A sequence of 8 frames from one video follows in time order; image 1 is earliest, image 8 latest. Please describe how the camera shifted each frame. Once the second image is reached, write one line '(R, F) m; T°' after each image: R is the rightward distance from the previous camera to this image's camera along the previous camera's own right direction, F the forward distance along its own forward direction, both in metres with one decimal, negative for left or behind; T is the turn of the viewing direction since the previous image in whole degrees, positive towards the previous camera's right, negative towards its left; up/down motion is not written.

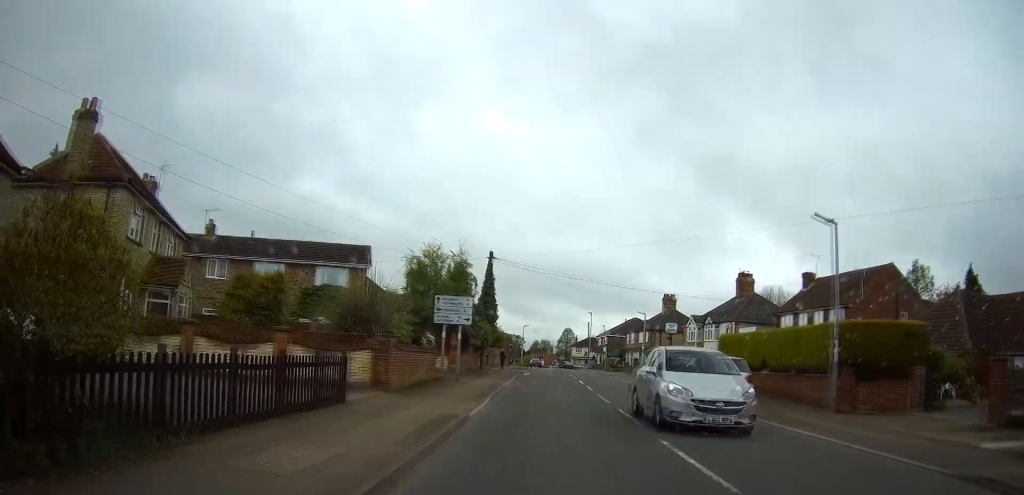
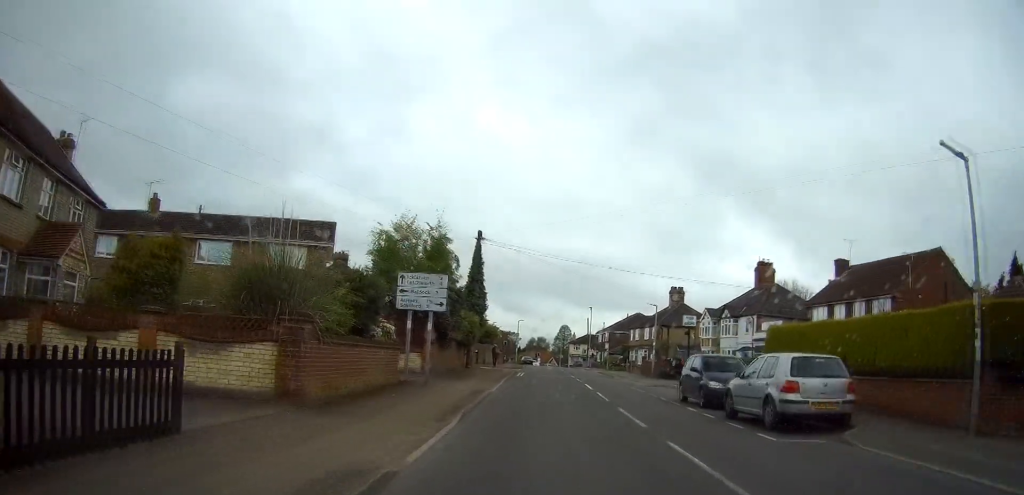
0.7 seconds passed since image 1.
(0.0, +6.4) m; 0°
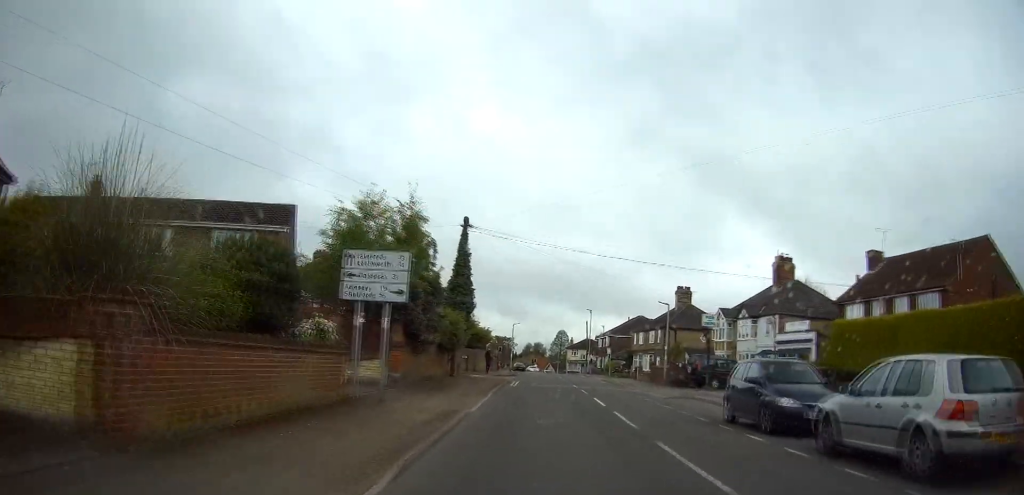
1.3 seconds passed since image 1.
(0.0, +5.4) m; 0°
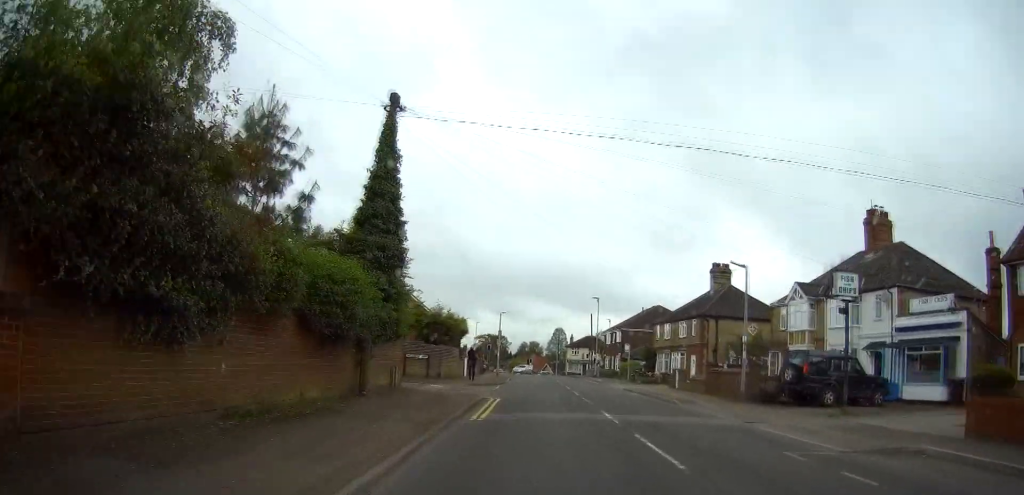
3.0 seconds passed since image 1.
(0.0, +16.3) m; 0°
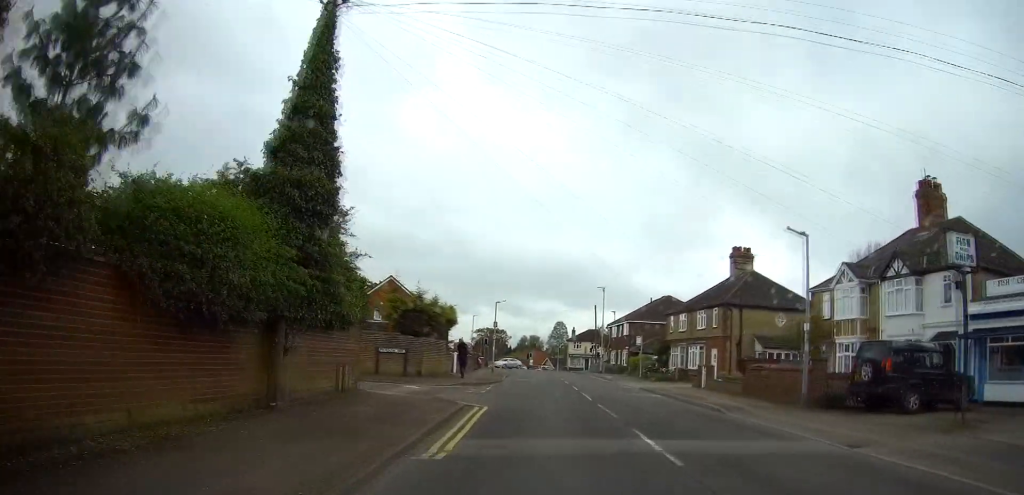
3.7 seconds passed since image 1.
(0.0, +5.8) m; +1°
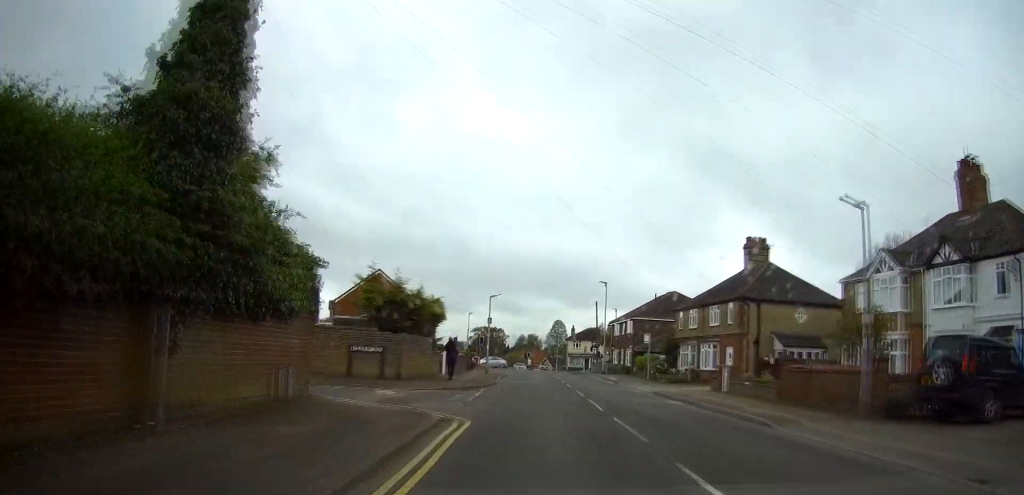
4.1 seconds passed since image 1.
(0.0, +3.9) m; 0°
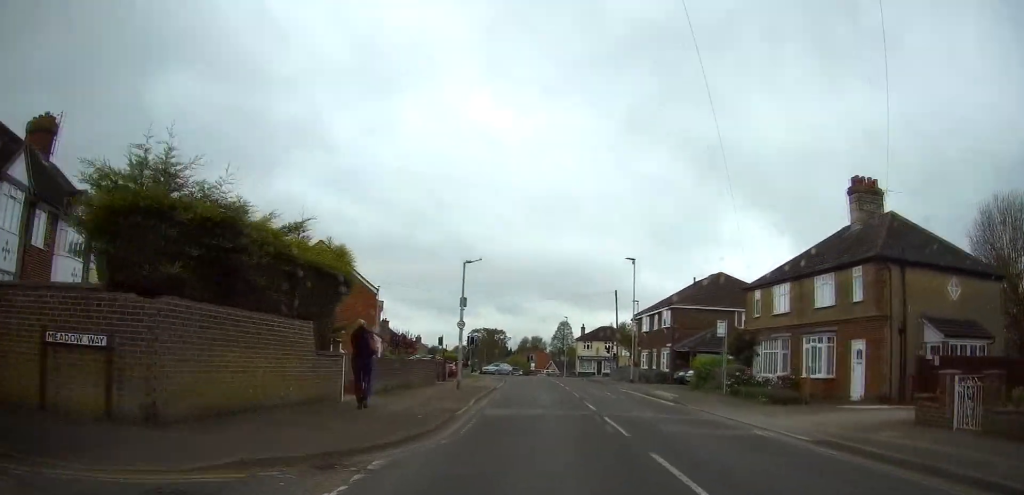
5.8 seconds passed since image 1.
(-0.1, +16.4) m; -1°
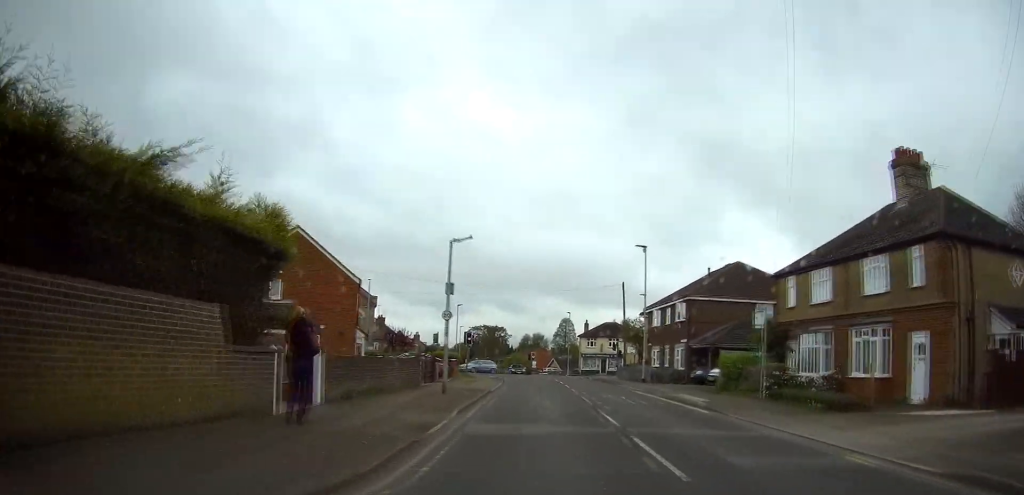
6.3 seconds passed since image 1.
(0.0, +4.2) m; +1°
